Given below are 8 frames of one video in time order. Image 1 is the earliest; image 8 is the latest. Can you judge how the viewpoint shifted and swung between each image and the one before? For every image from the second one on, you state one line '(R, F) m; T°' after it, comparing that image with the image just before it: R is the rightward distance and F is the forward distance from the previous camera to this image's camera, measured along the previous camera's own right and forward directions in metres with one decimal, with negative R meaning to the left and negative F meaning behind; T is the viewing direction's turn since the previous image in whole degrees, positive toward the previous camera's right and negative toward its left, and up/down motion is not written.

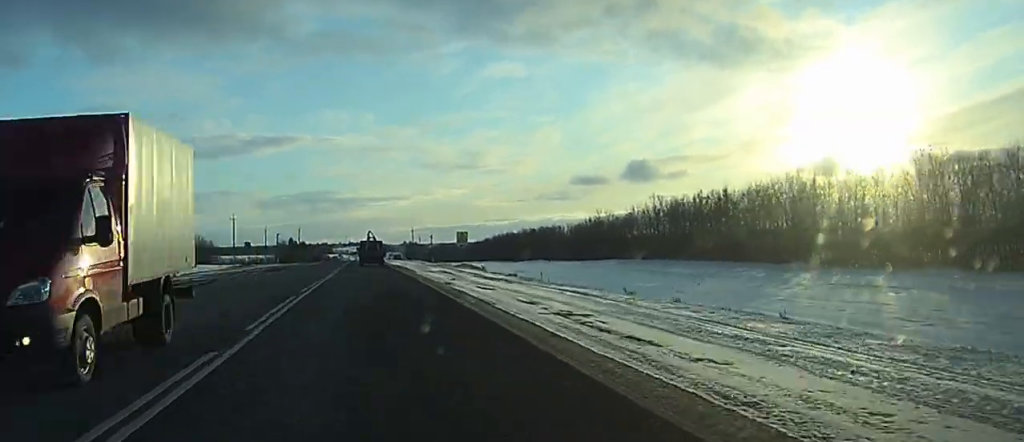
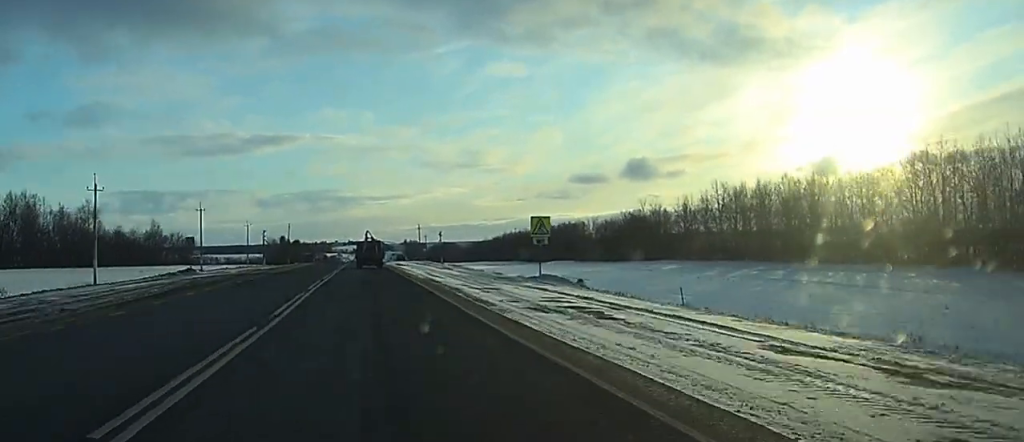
(+0.1, +32.2) m; 0°
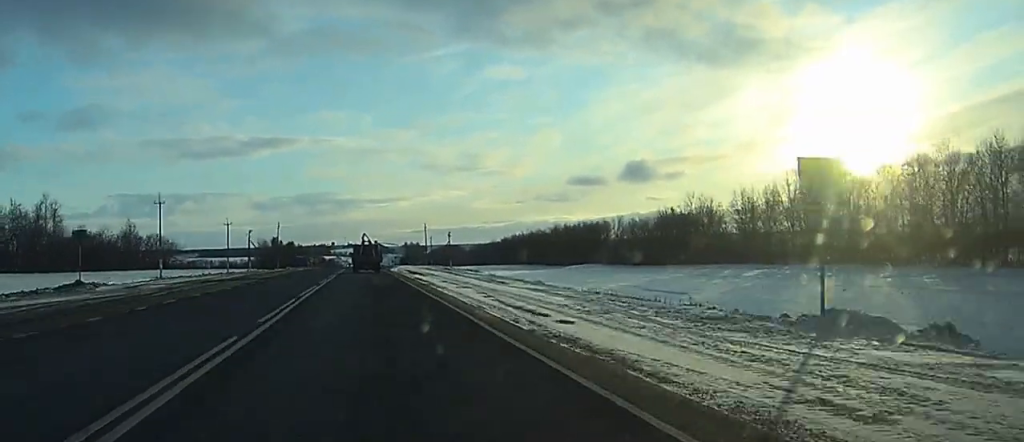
(-0.1, +25.5) m; 0°
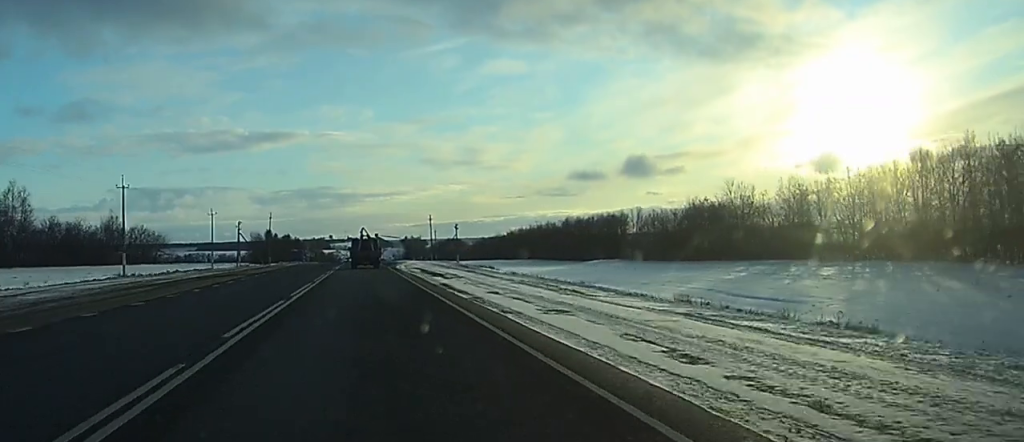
(0.0, +15.9) m; 0°
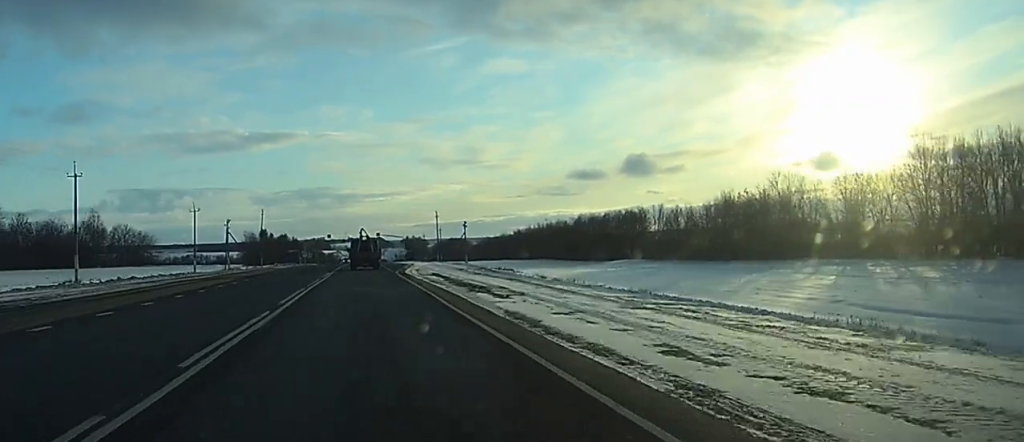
(0.0, +15.0) m; 0°
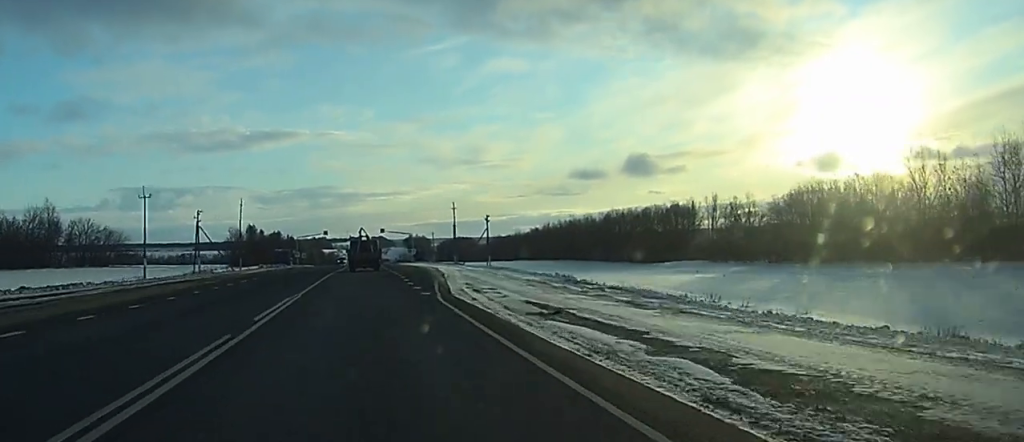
(-0.1, +29.6) m; 0°
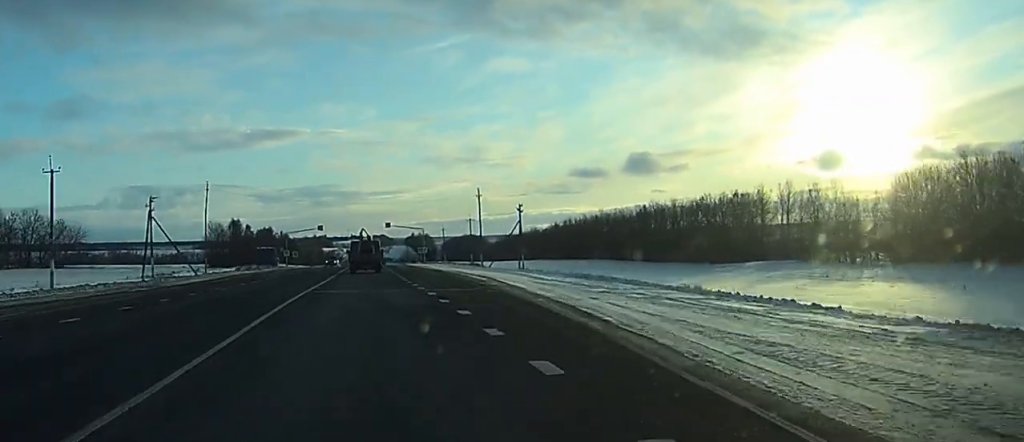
(-0.1, +29.2) m; 0°
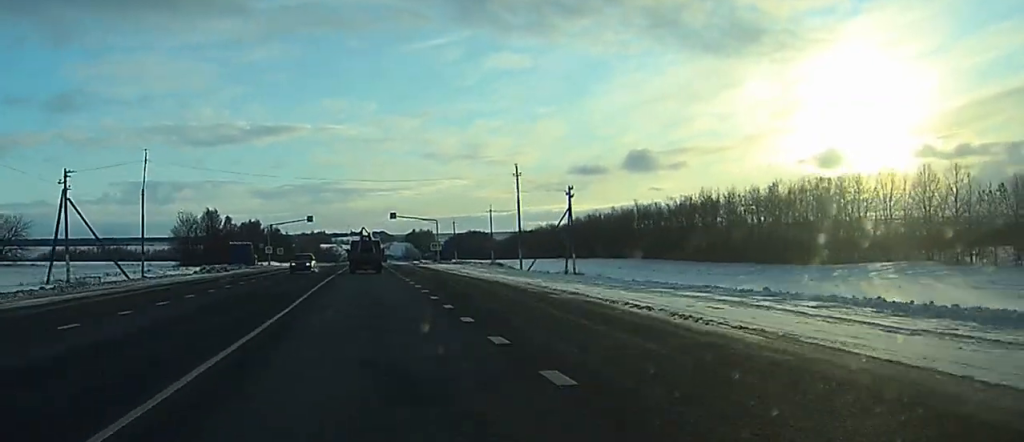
(-0.1, +28.2) m; 0°
